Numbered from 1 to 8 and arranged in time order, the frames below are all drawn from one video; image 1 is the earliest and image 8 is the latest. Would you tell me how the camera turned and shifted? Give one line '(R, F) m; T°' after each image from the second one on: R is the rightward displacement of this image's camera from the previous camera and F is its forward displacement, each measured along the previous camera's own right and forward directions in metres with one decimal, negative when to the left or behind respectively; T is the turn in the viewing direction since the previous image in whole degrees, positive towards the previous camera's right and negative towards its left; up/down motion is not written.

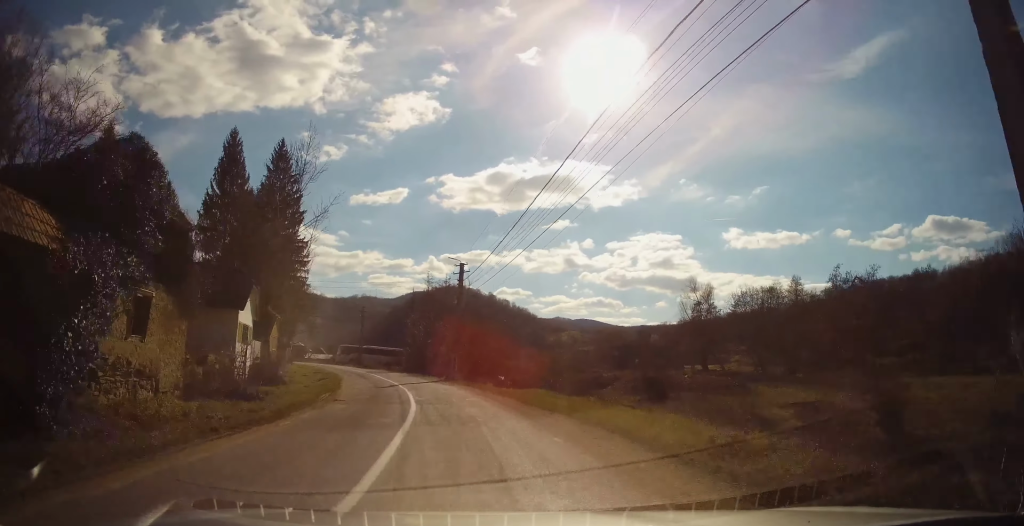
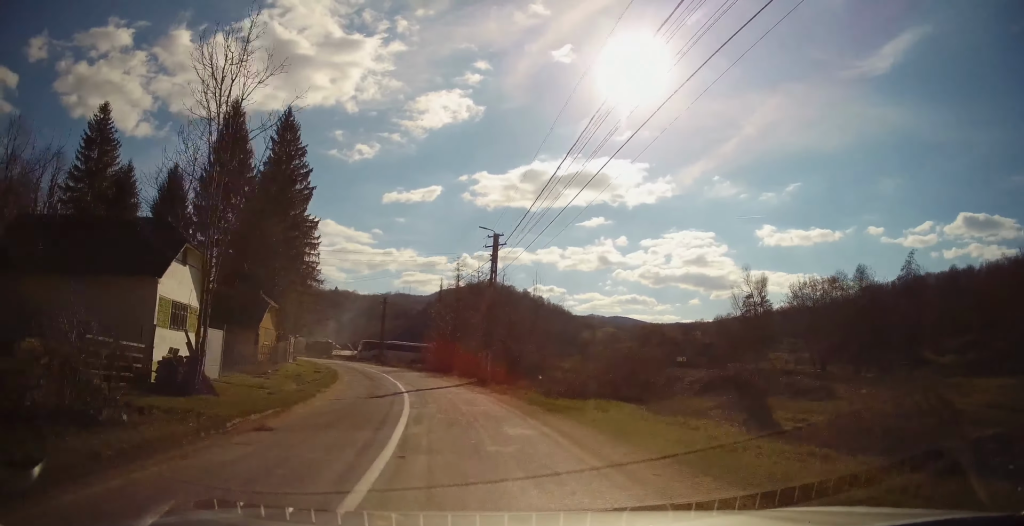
(-0.1, +8.3) m; -3°
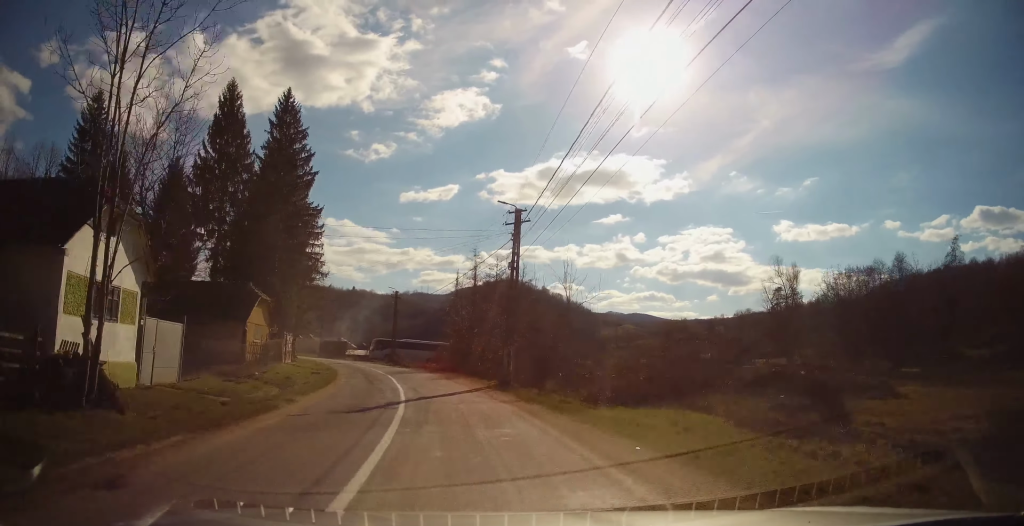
(+0.2, +4.8) m; -2°
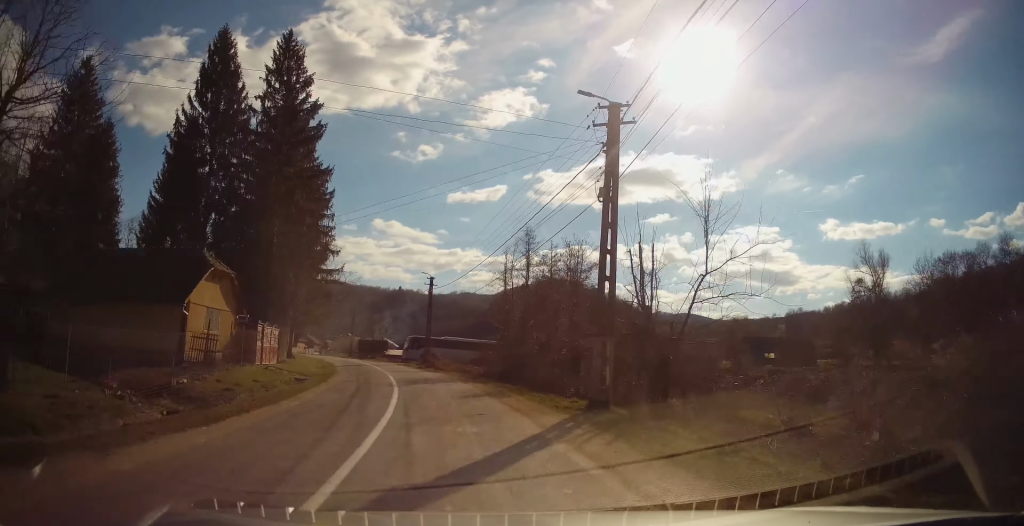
(-0.9, +11.3) m; -7°
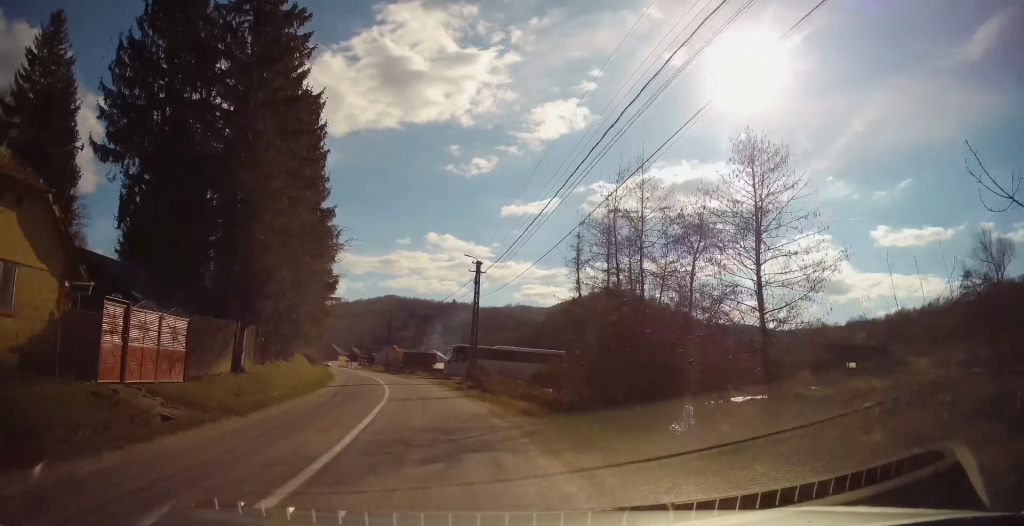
(-0.5, +14.0) m; -4°
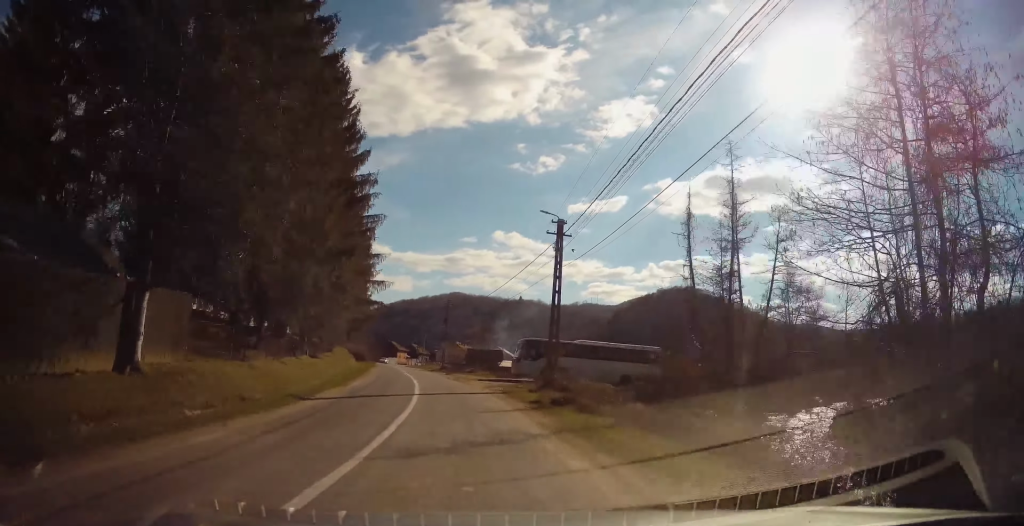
(-0.6, +10.7) m; -6°
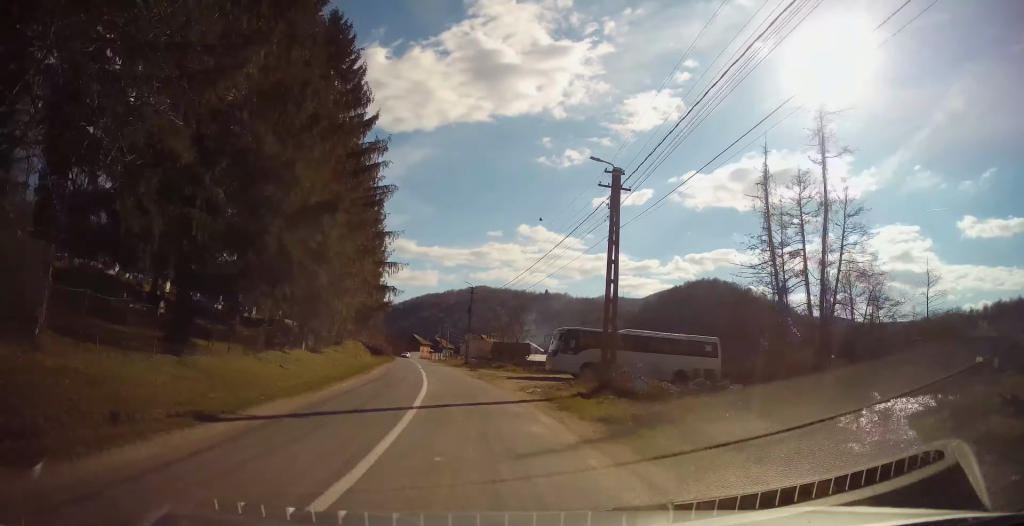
(-0.2, +6.7) m; -2°
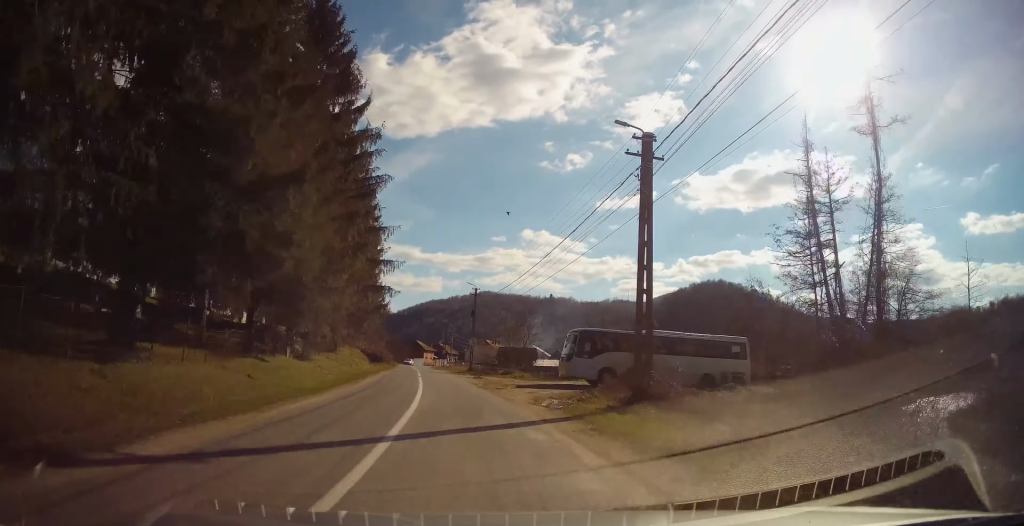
(0.0, +3.7) m; -1°
